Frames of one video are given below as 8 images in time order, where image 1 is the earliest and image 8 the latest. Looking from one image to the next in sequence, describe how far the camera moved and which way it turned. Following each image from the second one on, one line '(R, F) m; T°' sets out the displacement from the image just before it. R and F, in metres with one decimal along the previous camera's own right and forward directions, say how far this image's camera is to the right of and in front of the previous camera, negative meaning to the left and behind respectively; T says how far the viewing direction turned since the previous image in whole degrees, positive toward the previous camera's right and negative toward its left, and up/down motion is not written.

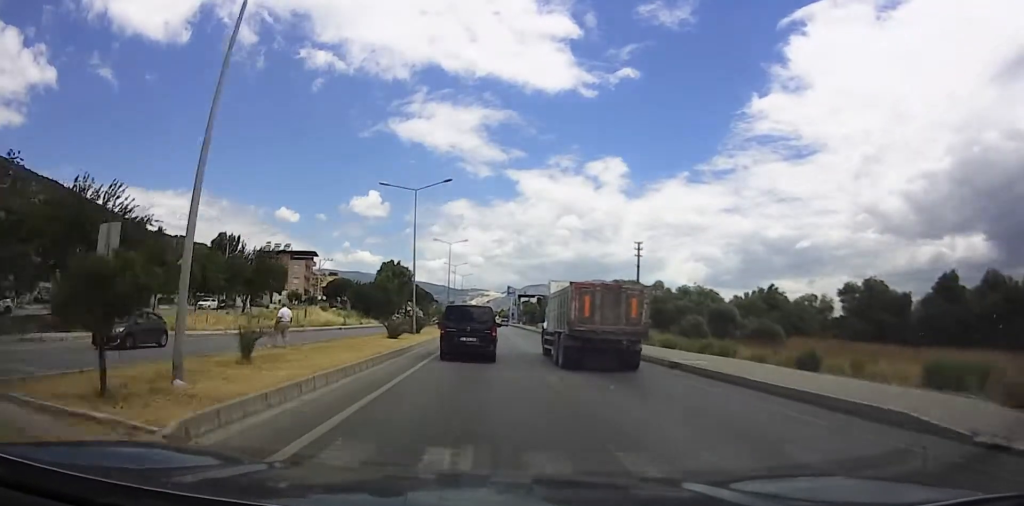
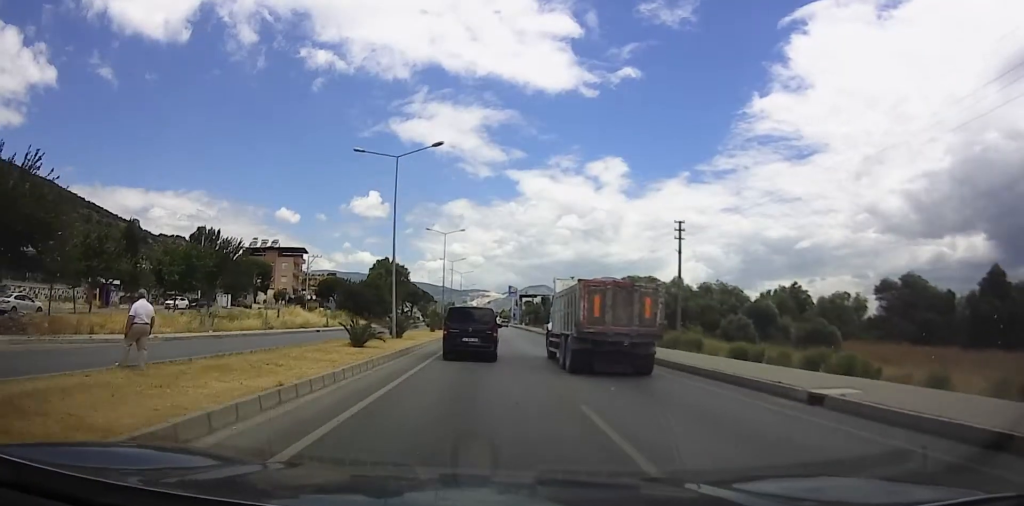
(-0.3, +8.7) m; 0°
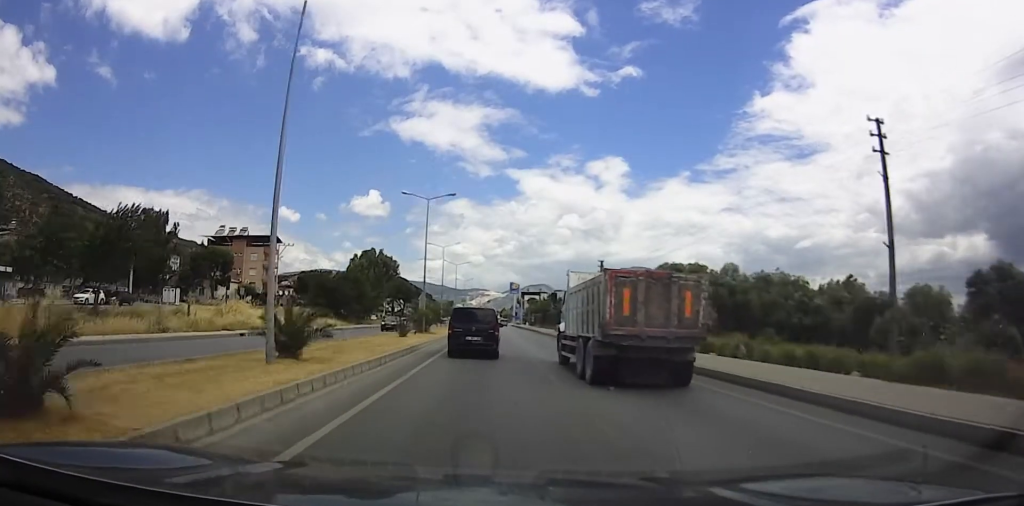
(+0.1, +17.3) m; +1°
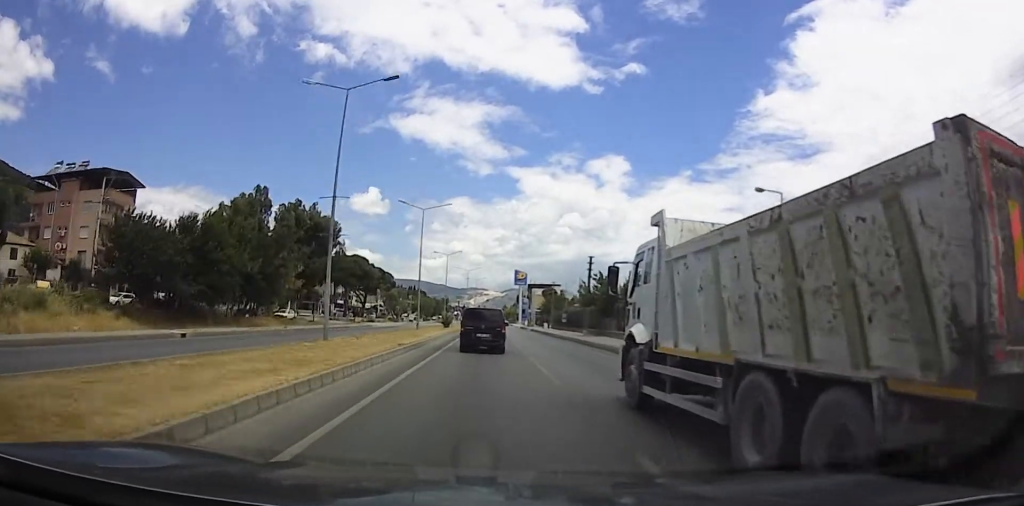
(-0.6, +50.9) m; -2°
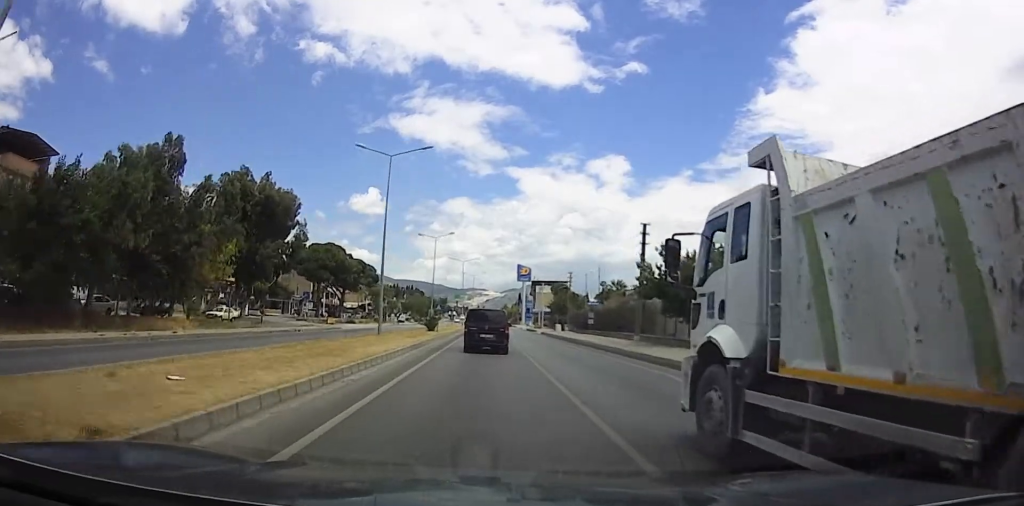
(+0.1, +17.9) m; -1°
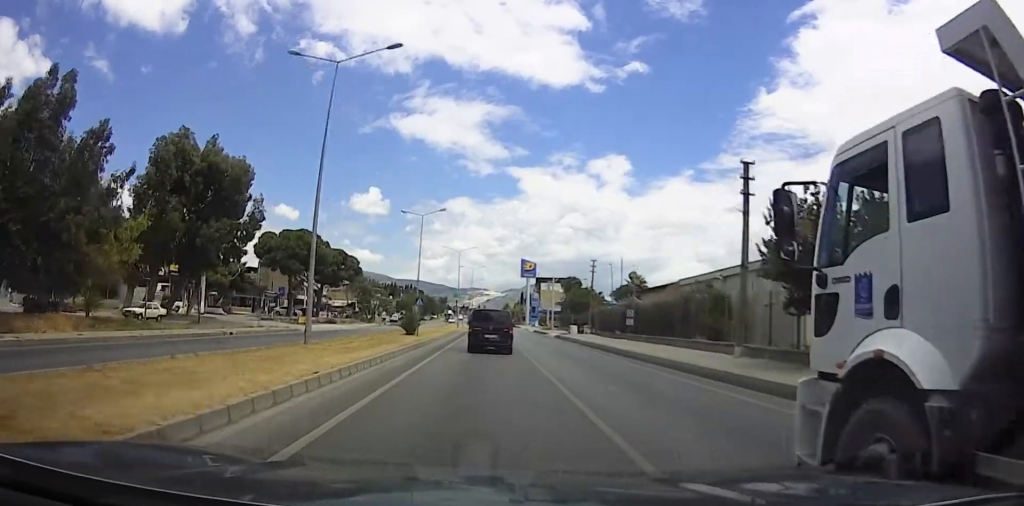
(-0.4, +14.0) m; +2°
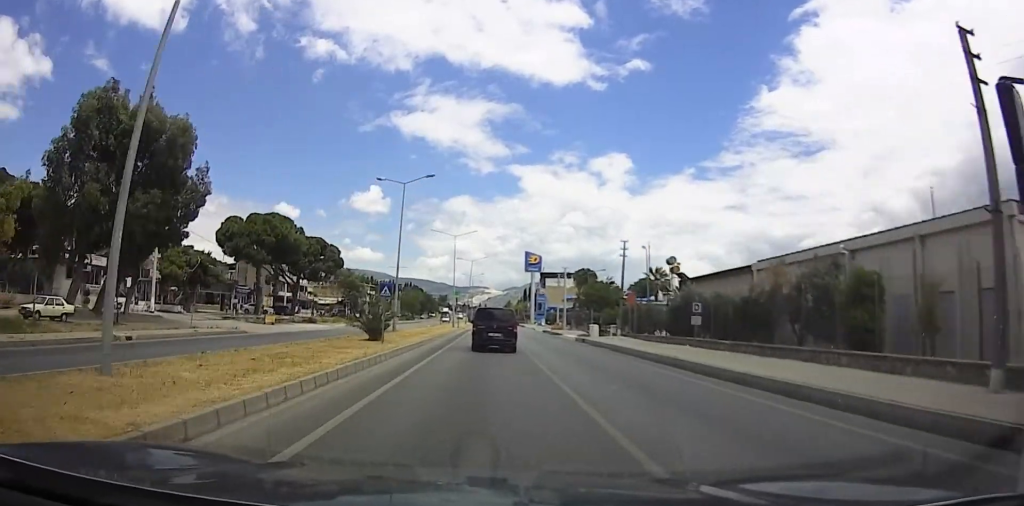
(-0.1, +11.7) m; +1°
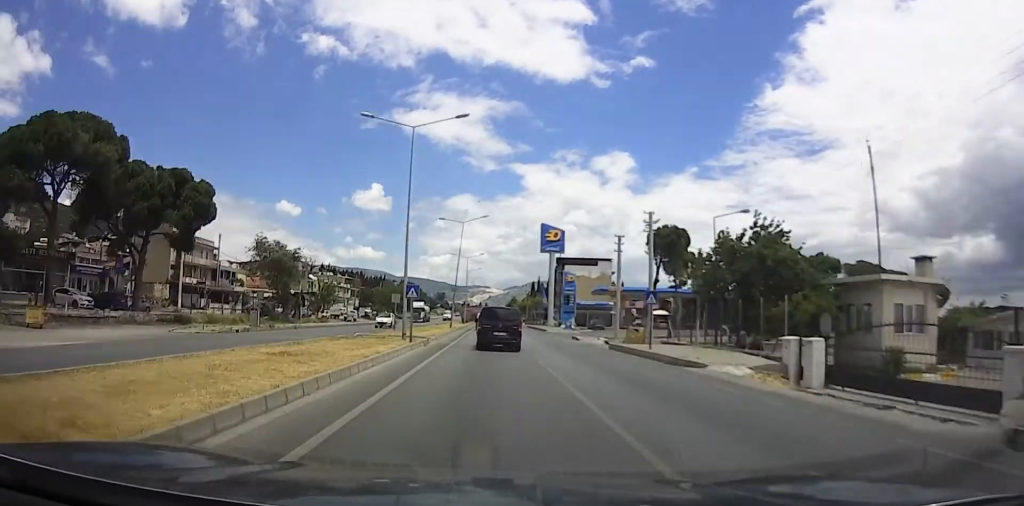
(+1.0, +37.2) m; -1°
